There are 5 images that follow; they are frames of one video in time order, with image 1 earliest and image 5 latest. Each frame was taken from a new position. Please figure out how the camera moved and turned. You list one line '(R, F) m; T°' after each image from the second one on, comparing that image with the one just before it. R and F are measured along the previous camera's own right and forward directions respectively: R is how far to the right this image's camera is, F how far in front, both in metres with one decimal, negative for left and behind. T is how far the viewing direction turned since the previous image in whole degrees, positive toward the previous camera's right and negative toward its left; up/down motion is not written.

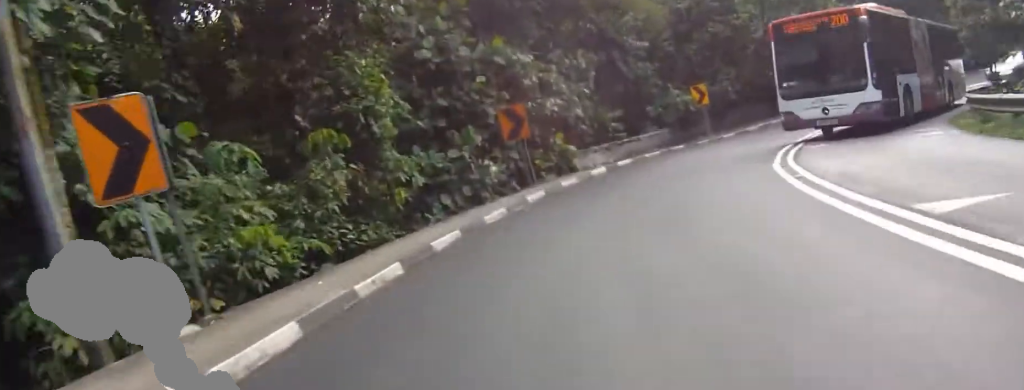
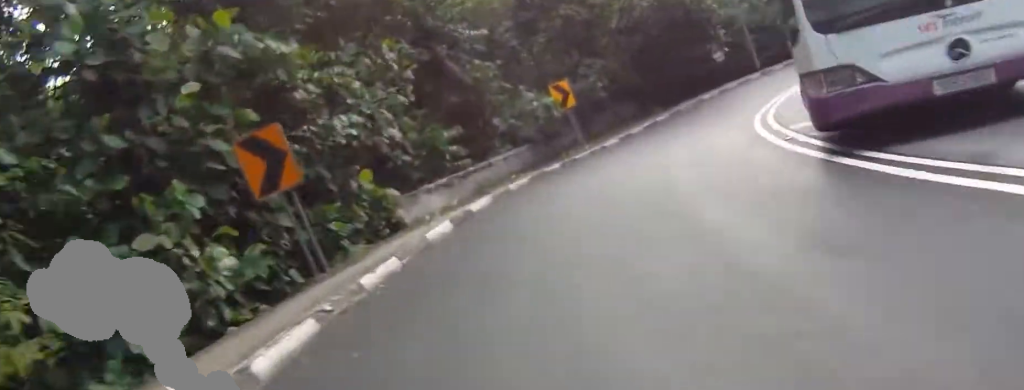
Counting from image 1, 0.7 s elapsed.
(0.0, +8.7) m; -2°
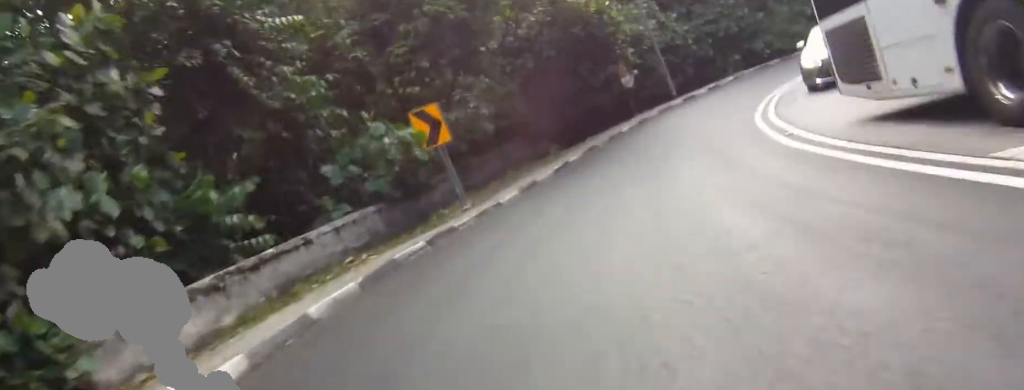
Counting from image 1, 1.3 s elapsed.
(+0.4, +8.1) m; 0°
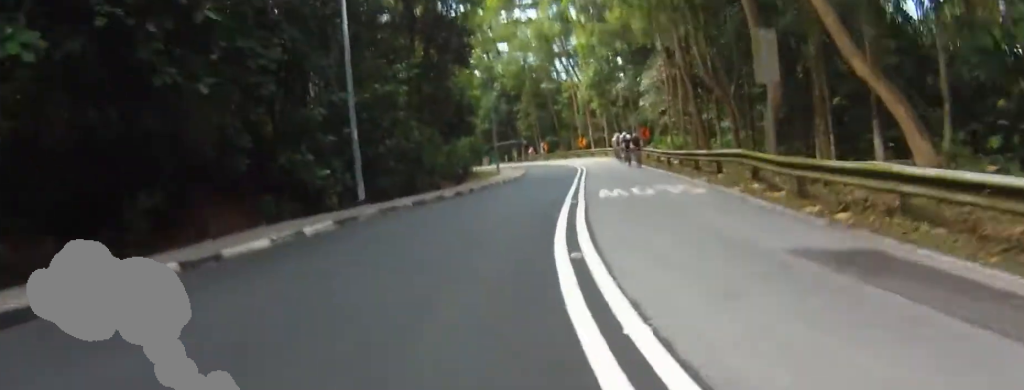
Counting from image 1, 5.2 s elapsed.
(+13.8, +46.0) m; +61°
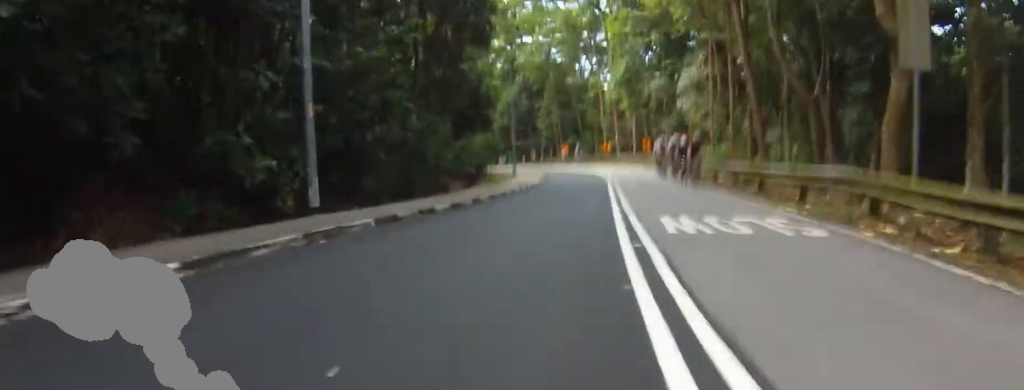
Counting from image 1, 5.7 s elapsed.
(+1.6, +4.7) m; +8°
